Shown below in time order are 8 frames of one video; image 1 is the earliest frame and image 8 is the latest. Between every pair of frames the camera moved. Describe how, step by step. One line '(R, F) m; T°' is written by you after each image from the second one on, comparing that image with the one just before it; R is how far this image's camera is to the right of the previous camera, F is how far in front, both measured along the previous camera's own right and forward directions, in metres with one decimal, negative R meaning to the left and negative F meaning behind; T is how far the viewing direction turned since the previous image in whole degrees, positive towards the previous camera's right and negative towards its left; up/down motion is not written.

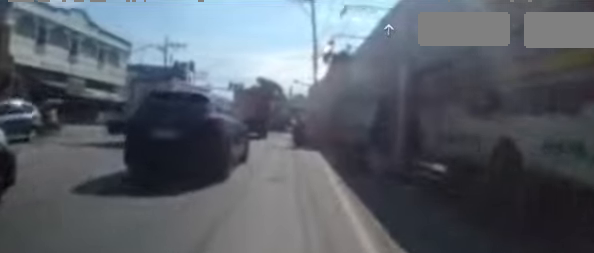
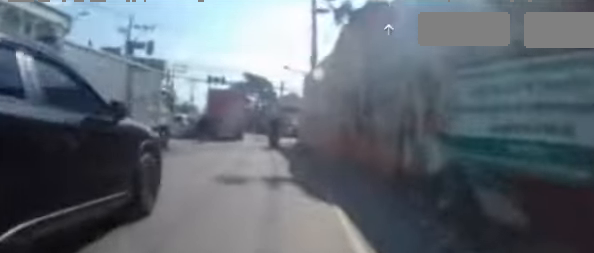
(-0.8, +8.6) m; -6°
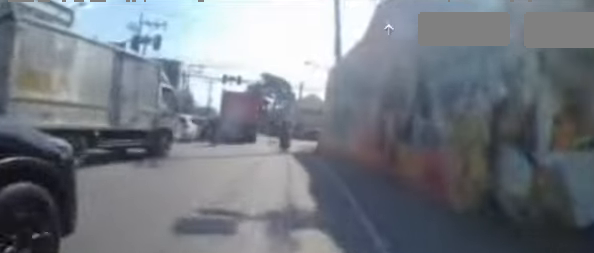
(0.0, +2.8) m; +1°
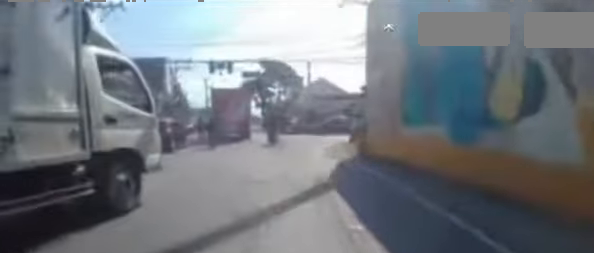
(+0.6, +9.2) m; +2°
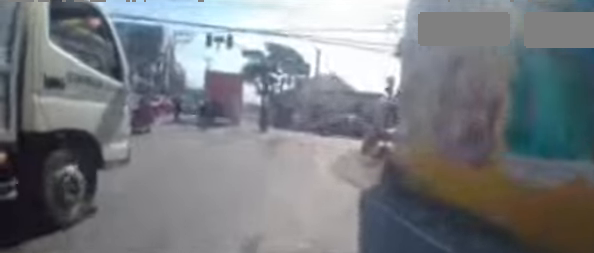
(-0.3, +3.9) m; -1°
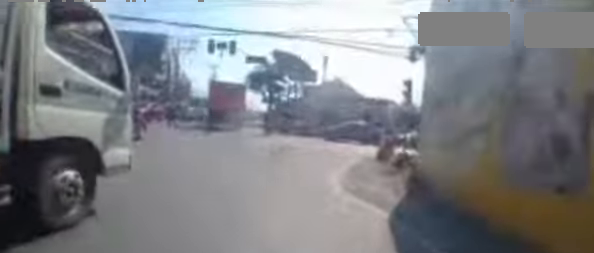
(+0.1, +1.4) m; +1°
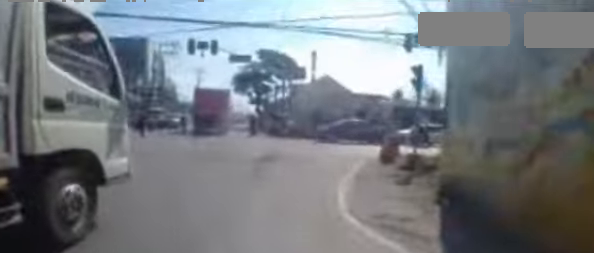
(+0.1, +1.9) m; +1°
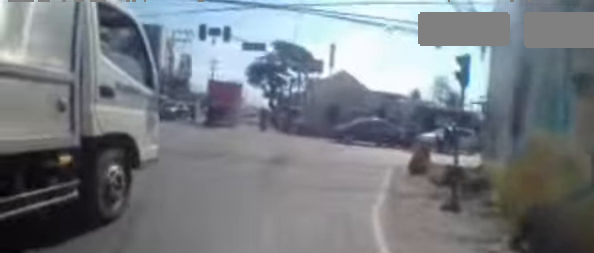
(-0.1, +1.8) m; 0°
